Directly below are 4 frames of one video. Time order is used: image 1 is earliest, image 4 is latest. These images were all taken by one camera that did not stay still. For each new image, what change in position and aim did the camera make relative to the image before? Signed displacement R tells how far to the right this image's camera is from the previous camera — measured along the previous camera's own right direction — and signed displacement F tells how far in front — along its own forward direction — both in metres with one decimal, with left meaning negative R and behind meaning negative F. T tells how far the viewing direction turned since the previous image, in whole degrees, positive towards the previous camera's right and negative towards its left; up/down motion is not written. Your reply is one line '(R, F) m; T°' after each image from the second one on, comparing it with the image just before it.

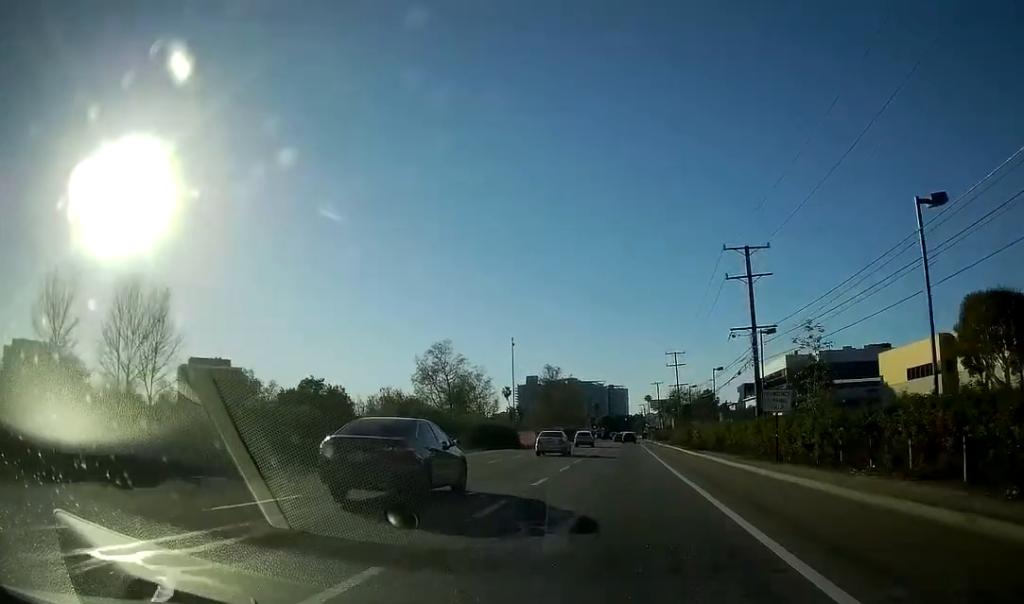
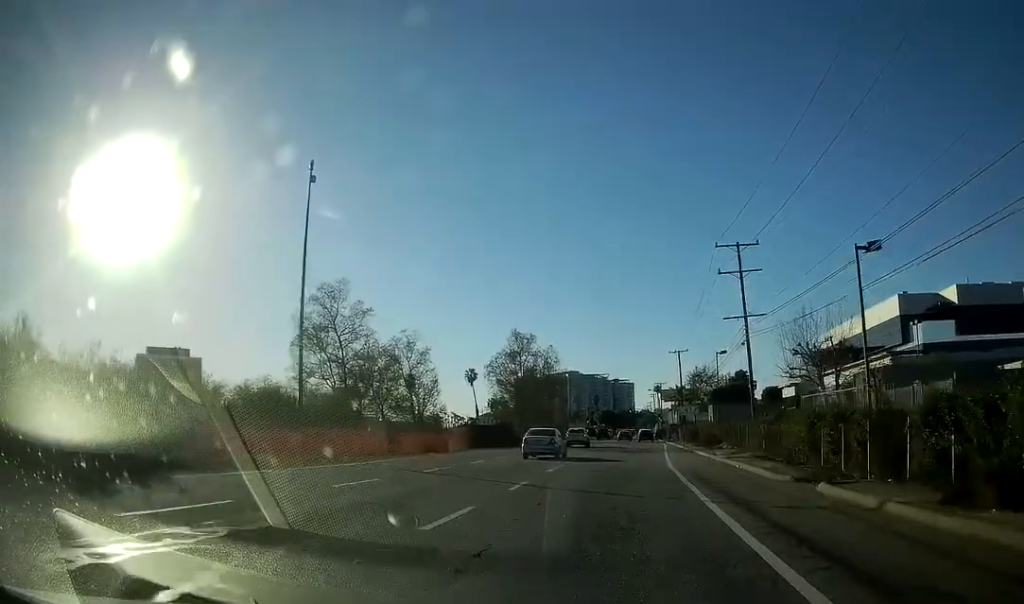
(-0.2, +68.1) m; -1°
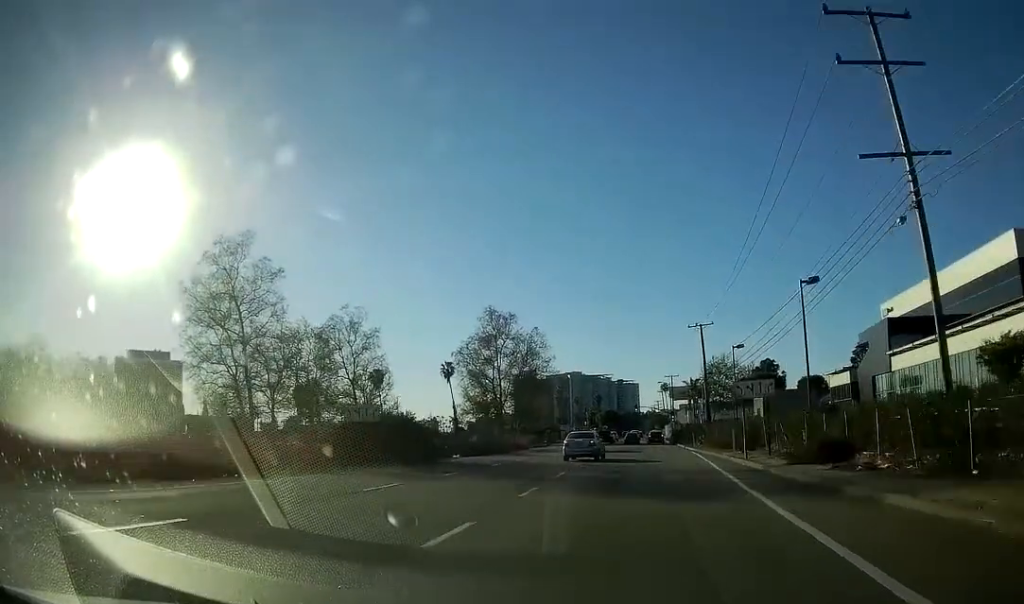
(+0.1, +30.0) m; +1°
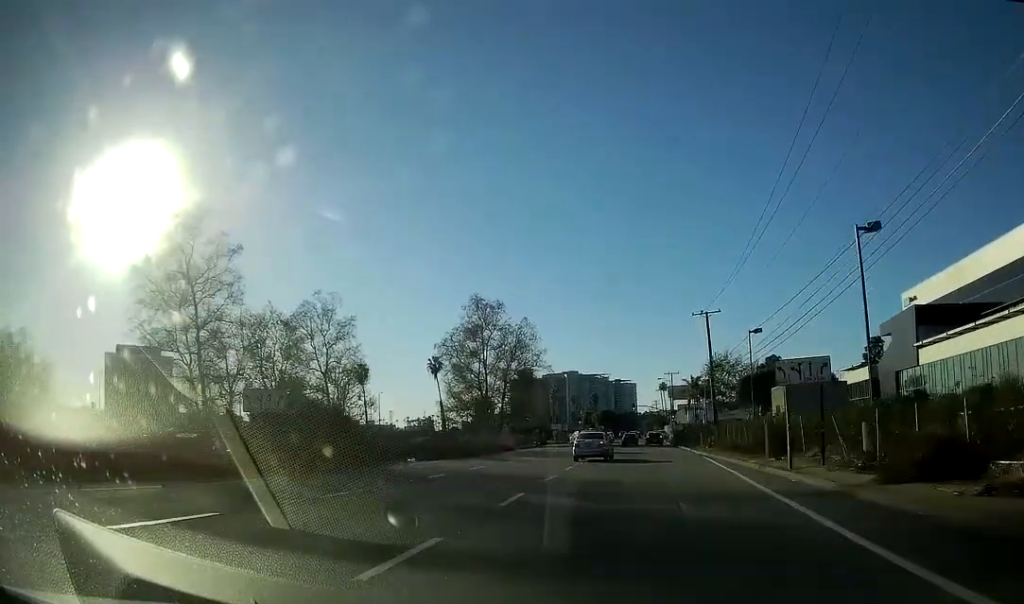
(0.0, +9.3) m; 0°
